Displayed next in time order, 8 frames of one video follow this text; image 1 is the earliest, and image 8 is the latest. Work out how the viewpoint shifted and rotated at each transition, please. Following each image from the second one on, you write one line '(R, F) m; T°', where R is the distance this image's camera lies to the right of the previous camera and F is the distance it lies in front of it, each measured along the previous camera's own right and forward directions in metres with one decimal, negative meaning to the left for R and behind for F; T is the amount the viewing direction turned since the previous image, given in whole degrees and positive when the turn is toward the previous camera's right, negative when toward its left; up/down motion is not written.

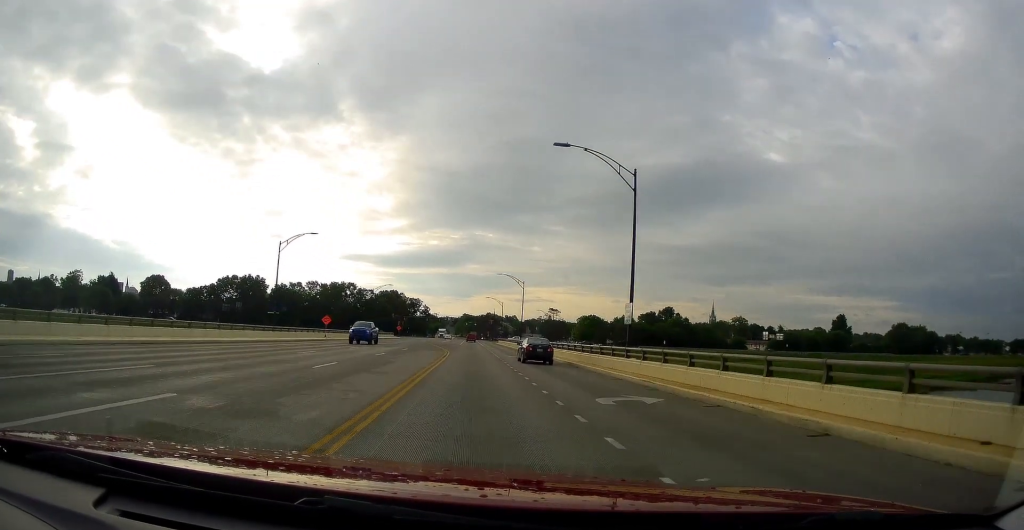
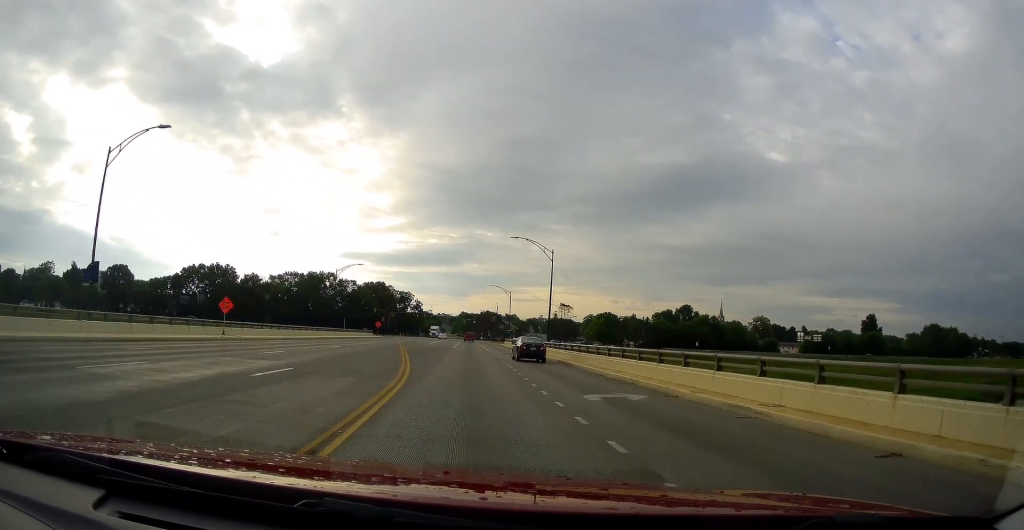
(-1.1, +29.7) m; -1°
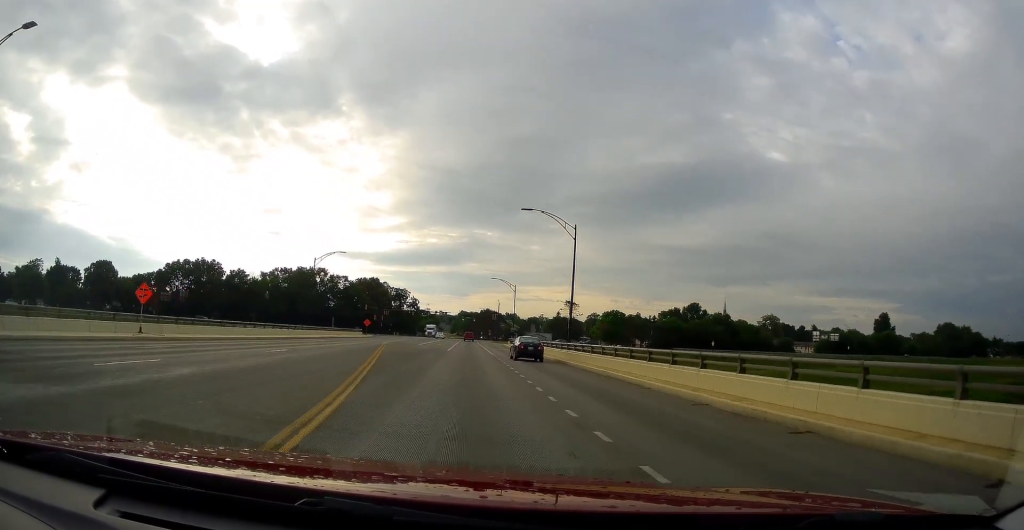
(+0.2, +11.6) m; 0°
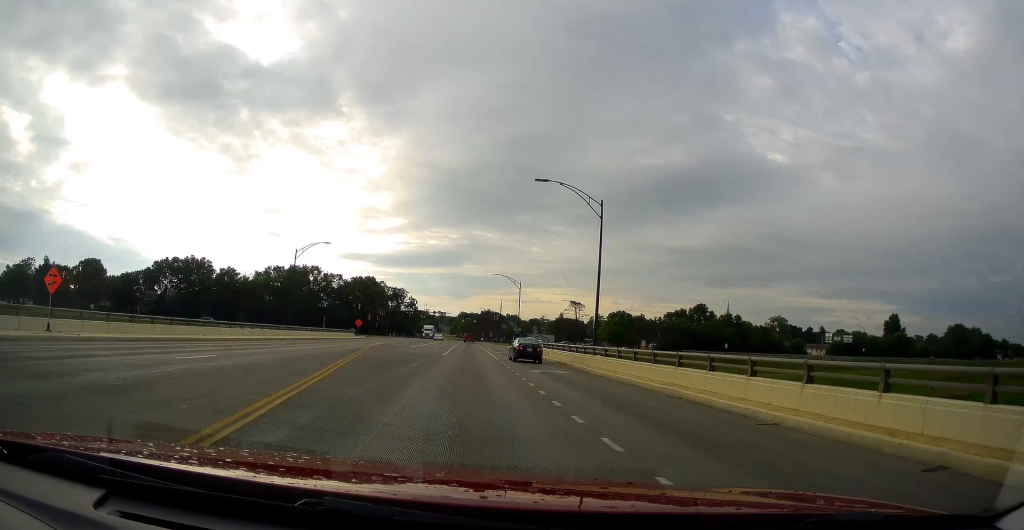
(+0.2, +8.2) m; 0°
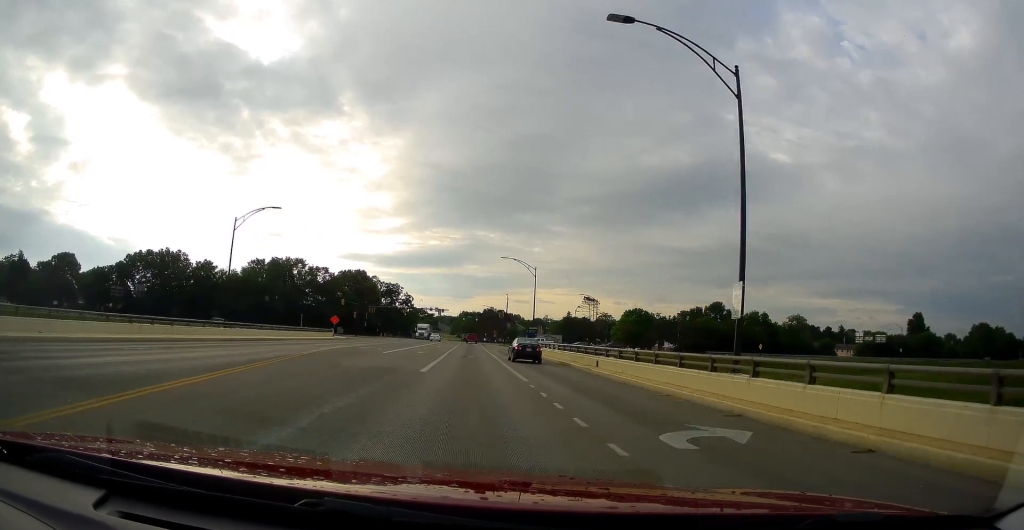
(-0.4, +17.5) m; -2°
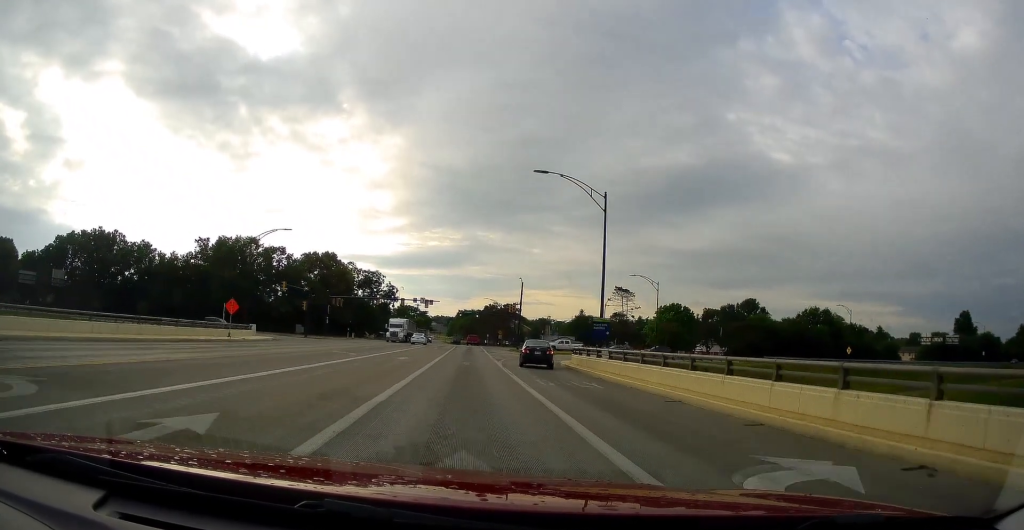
(+0.9, +33.8) m; +2°
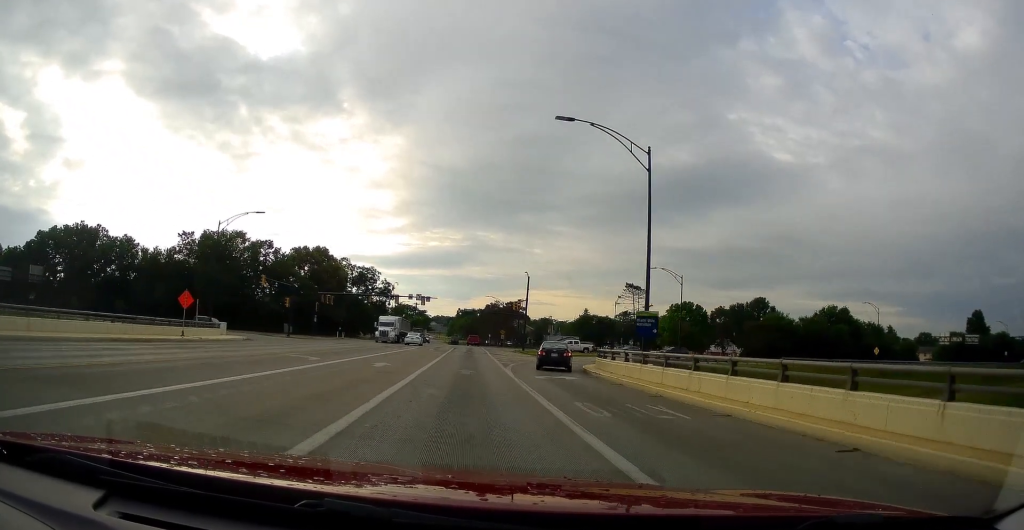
(0.0, +7.7) m; 0°
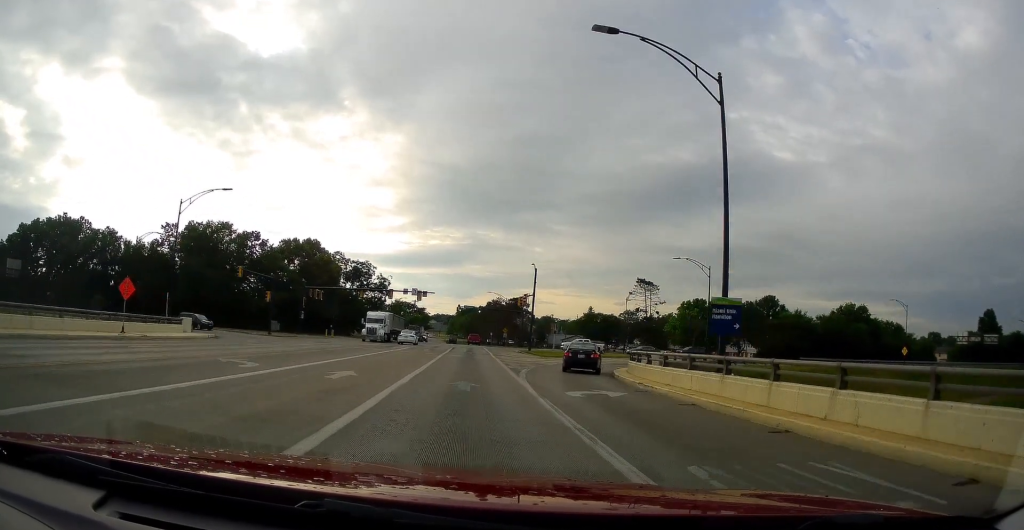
(-0.3, +7.2) m; 0°
